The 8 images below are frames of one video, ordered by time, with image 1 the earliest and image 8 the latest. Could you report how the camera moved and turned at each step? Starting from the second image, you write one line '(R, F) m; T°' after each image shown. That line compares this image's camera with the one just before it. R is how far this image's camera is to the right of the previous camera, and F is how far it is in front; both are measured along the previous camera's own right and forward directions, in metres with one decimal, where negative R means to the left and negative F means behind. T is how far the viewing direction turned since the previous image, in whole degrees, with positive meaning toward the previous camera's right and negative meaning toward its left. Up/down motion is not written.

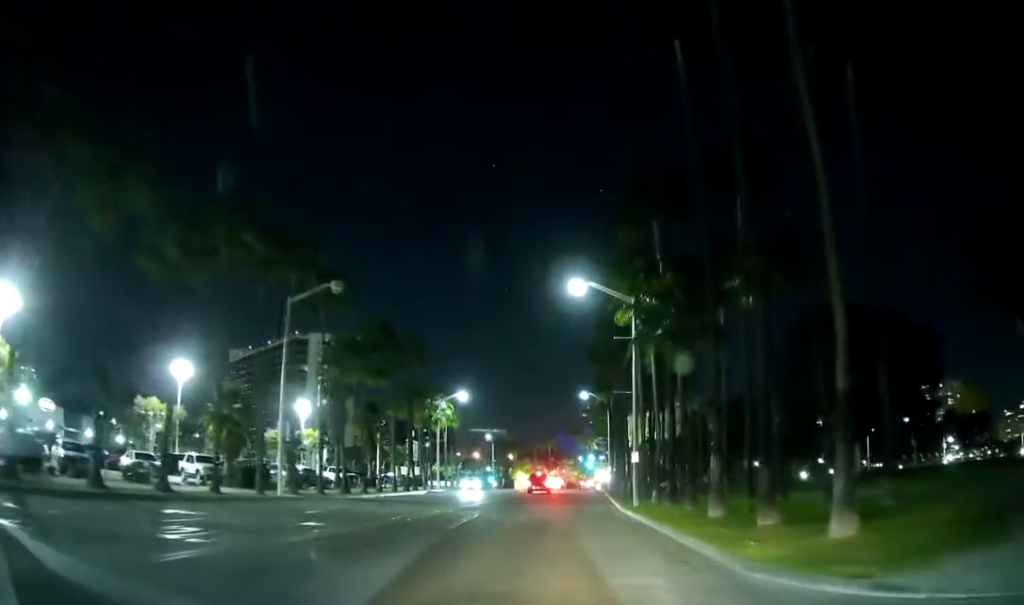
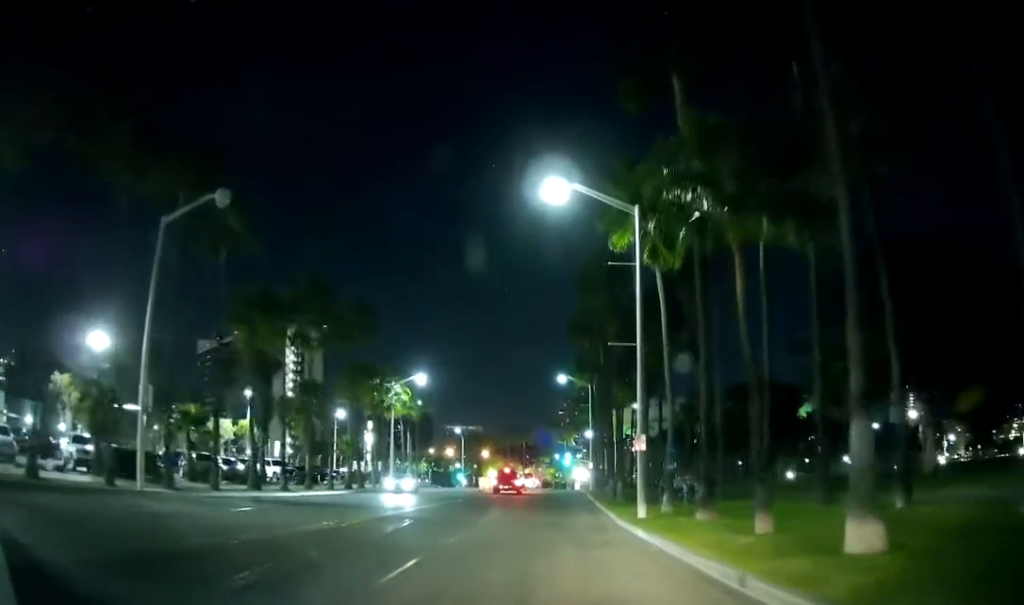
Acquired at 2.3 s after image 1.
(0.0, +10.5) m; 0°
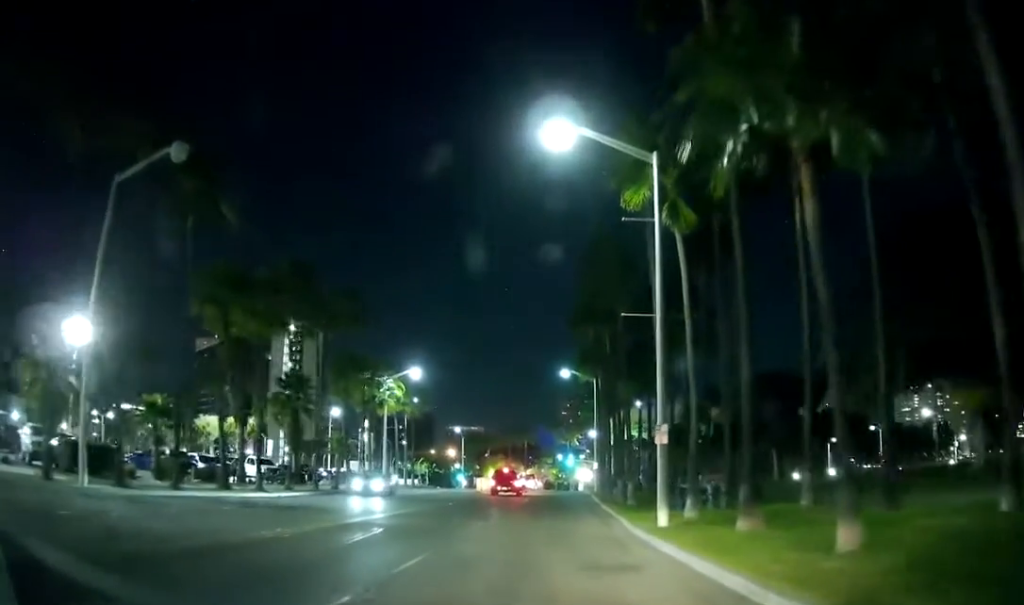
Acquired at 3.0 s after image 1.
(0.0, +5.1) m; 0°
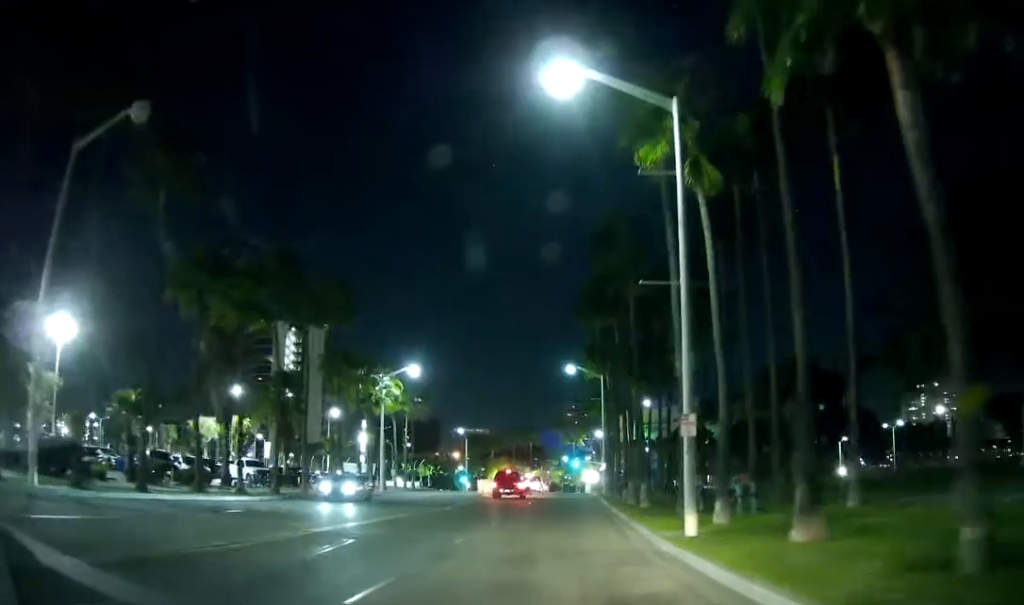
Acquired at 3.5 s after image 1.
(0.0, +2.7) m; 0°
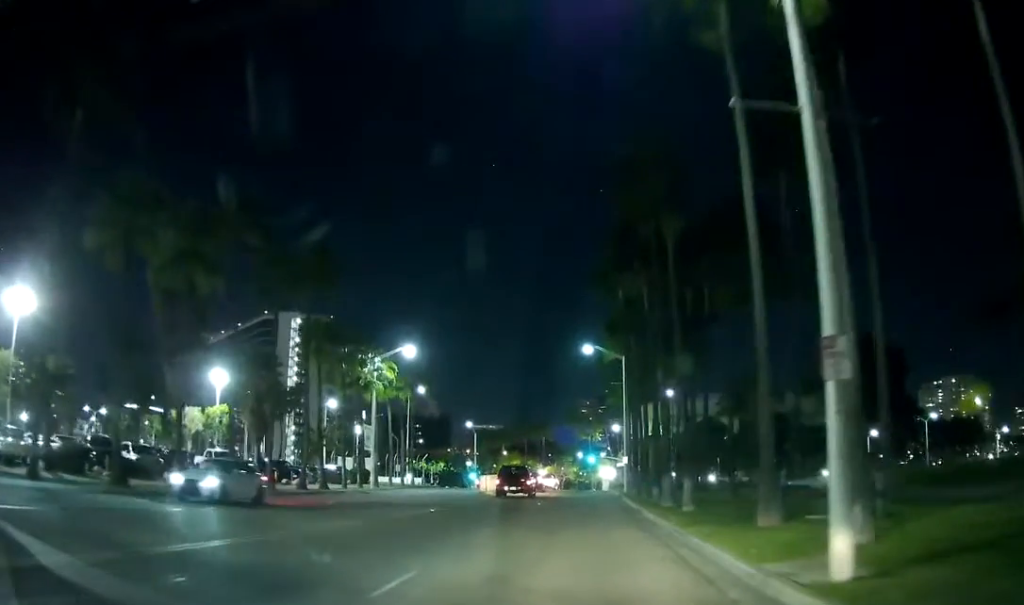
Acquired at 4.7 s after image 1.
(0.0, +6.2) m; 0°
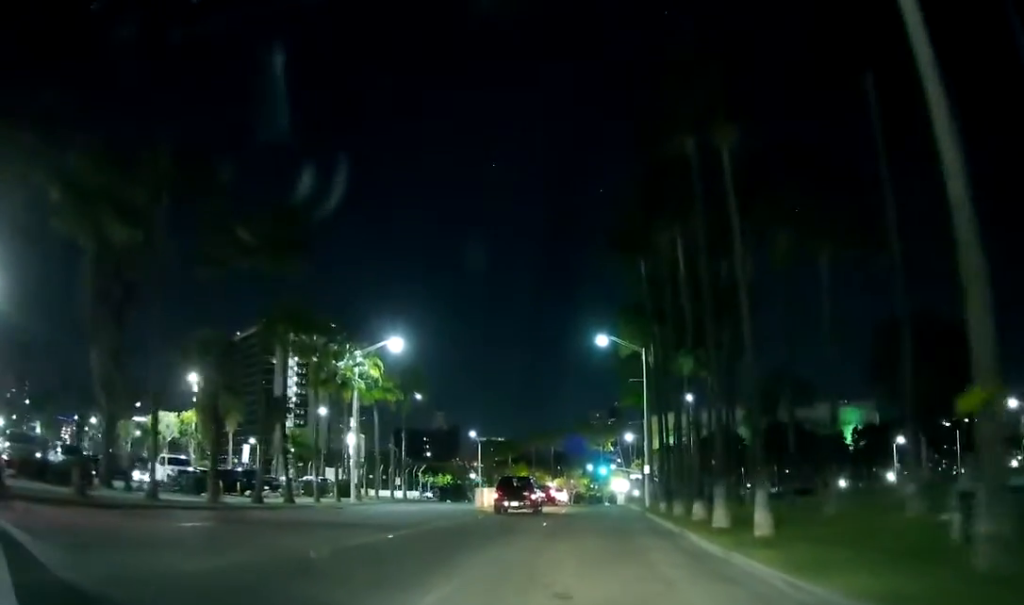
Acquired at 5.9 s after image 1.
(0.0, +8.2) m; 0°
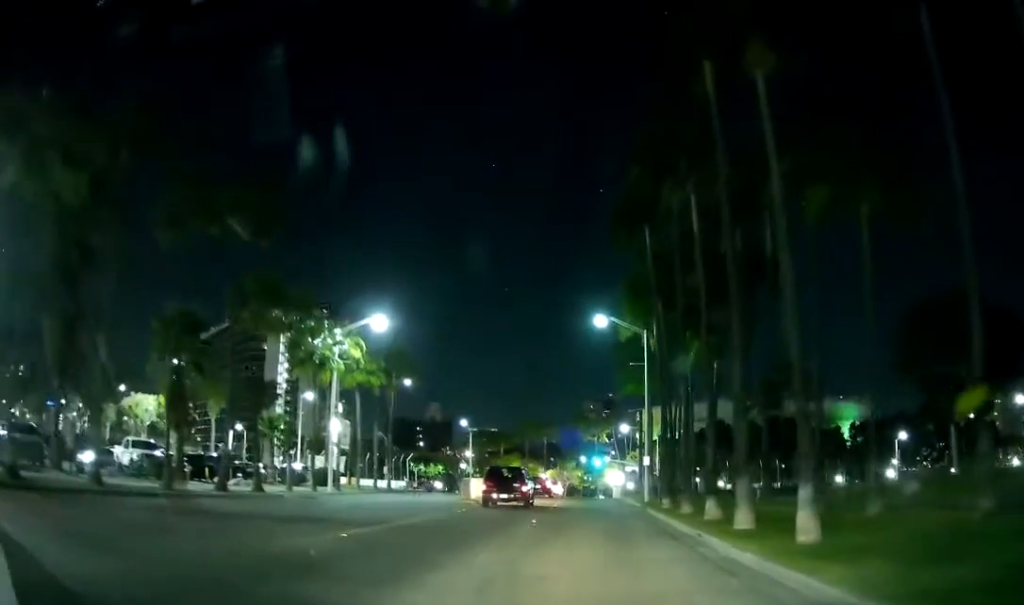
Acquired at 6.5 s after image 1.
(0.0, +3.7) m; 0°
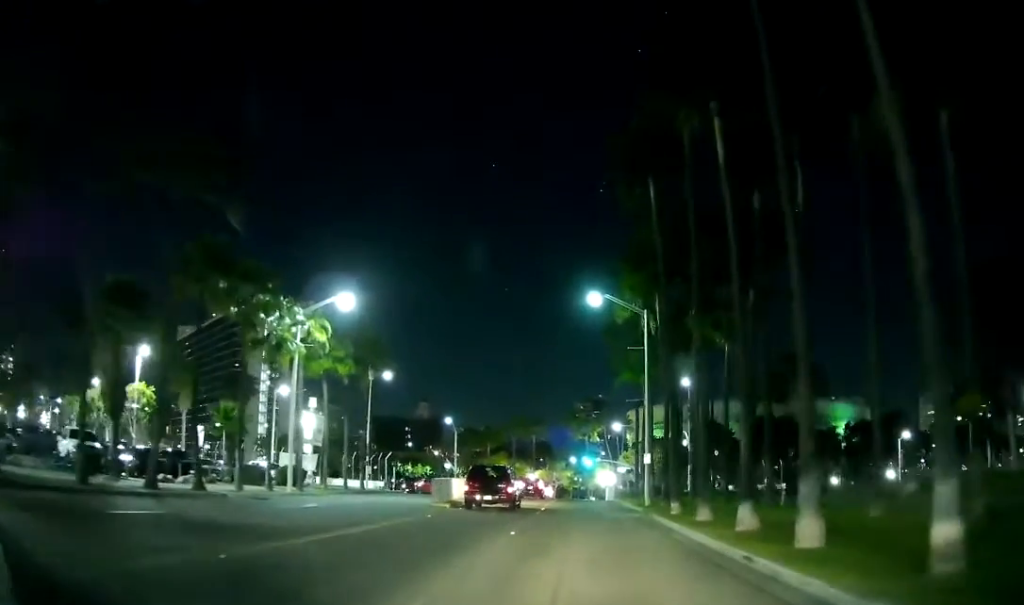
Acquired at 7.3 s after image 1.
(0.0, +5.9) m; 0°
